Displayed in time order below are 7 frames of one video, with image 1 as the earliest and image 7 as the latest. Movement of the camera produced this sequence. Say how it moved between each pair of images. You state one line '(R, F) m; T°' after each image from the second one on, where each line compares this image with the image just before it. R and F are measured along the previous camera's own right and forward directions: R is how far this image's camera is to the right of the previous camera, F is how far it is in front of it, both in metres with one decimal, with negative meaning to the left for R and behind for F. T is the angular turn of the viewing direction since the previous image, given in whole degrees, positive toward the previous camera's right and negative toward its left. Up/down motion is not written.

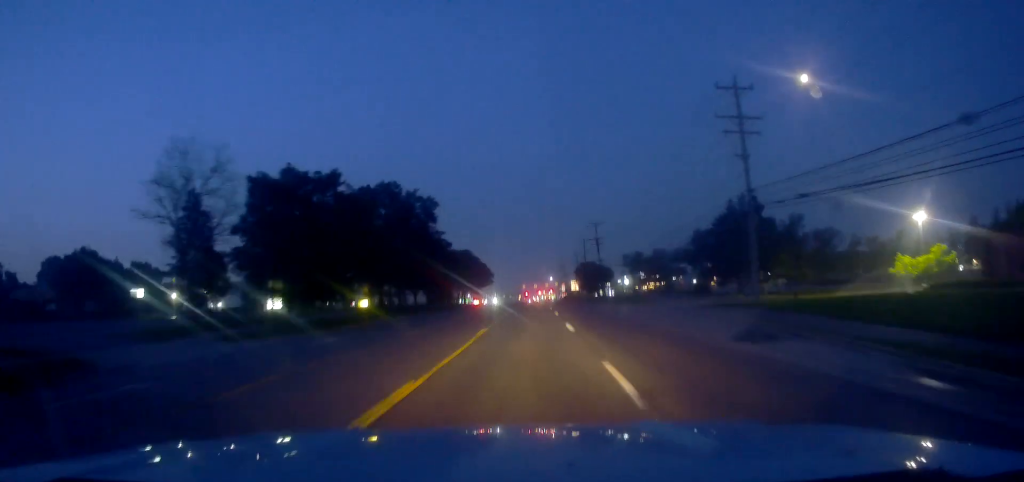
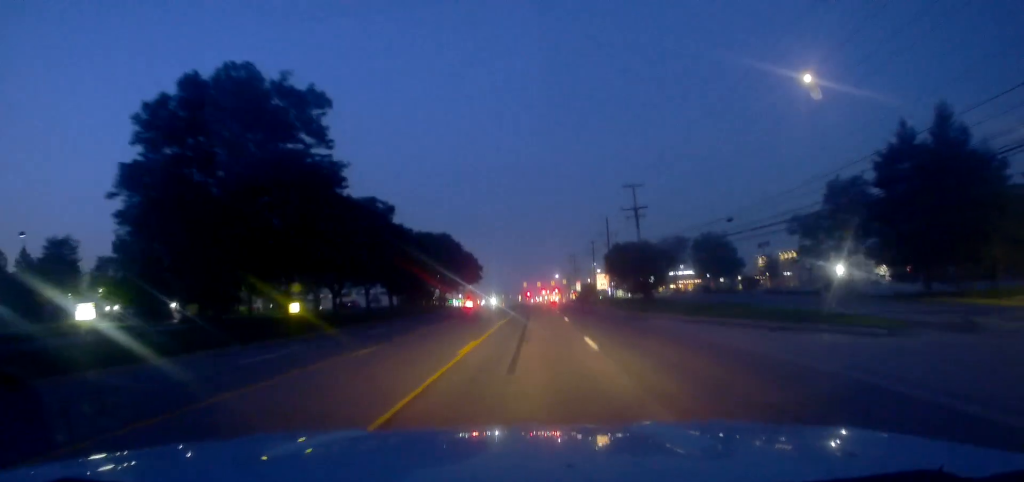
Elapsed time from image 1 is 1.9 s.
(-0.8, +38.2) m; +1°
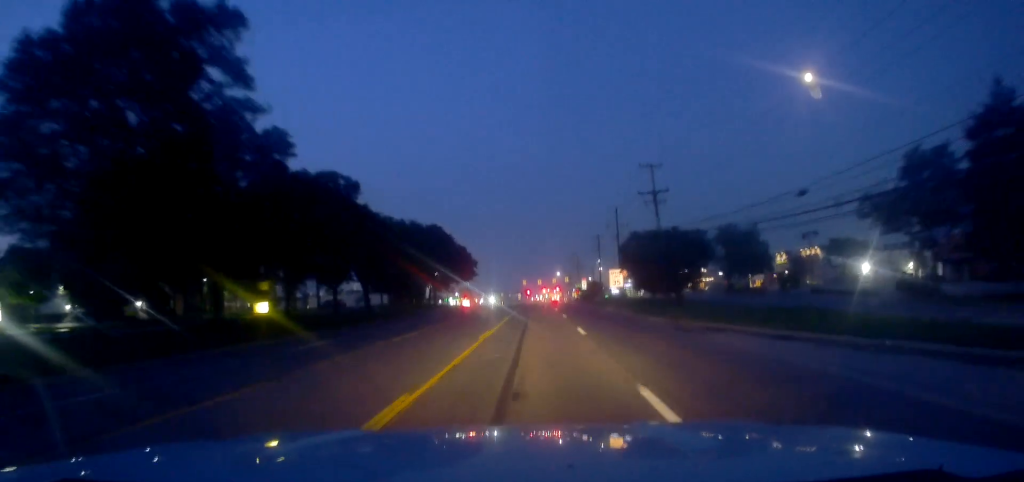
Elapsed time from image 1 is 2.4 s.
(+0.2, +11.3) m; 0°
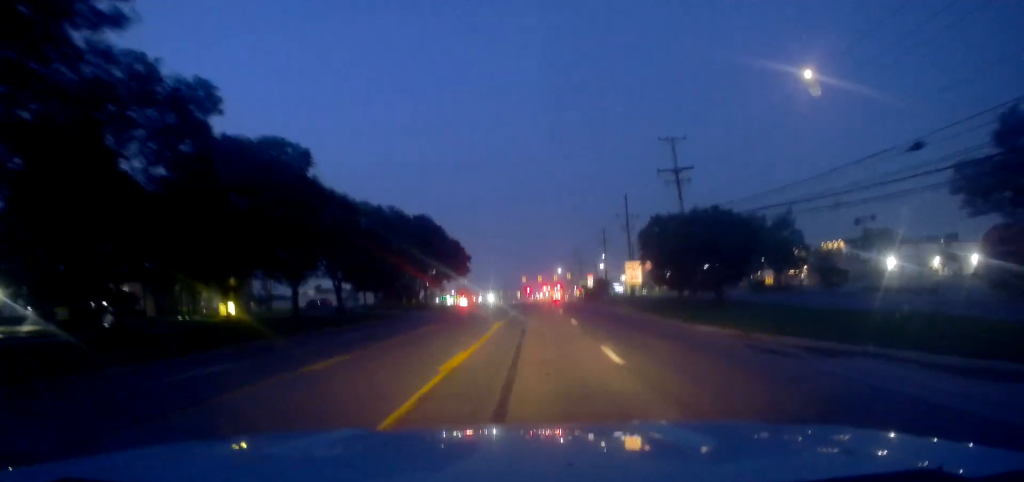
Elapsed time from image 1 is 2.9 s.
(+0.3, +9.2) m; -1°
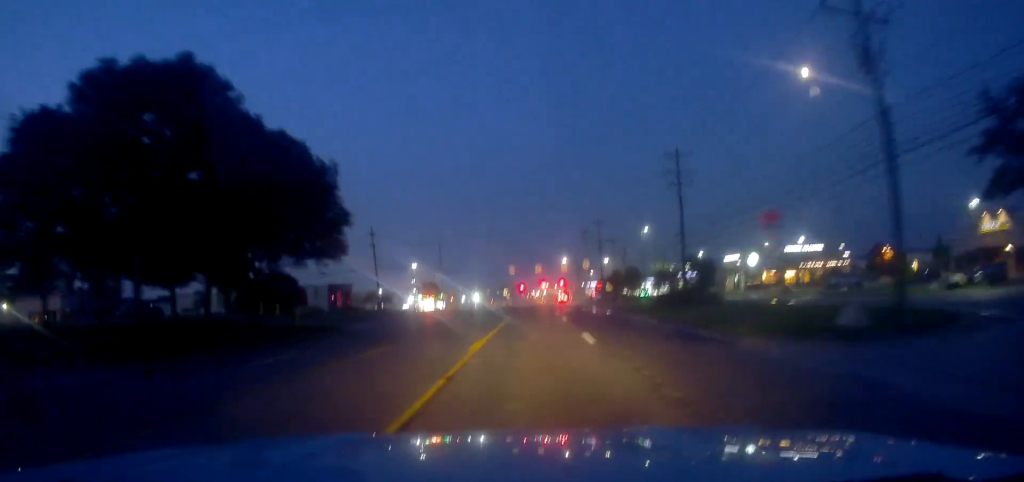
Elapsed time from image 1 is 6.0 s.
(-0.1, +58.4) m; +1°
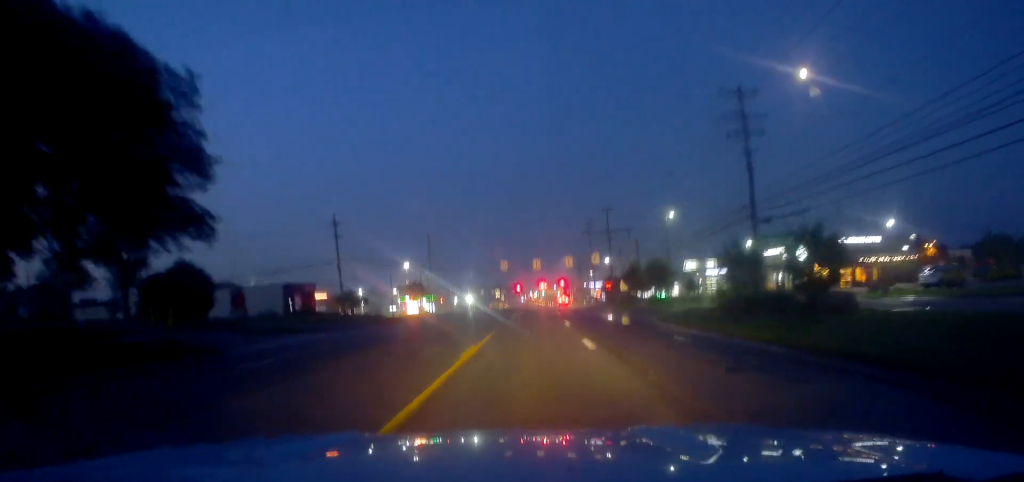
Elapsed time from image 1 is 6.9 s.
(+0.3, +17.1) m; -1°
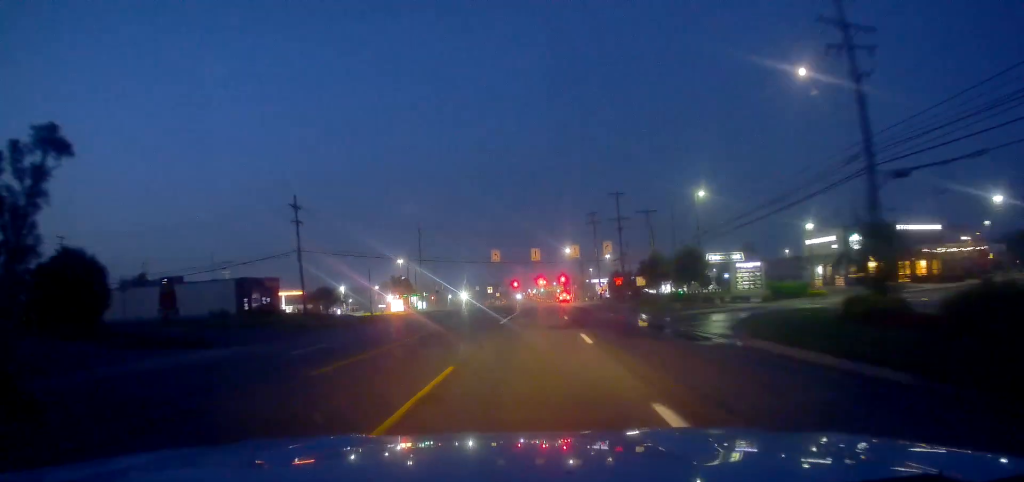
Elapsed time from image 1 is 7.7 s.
(-0.4, +13.0) m; 0°
